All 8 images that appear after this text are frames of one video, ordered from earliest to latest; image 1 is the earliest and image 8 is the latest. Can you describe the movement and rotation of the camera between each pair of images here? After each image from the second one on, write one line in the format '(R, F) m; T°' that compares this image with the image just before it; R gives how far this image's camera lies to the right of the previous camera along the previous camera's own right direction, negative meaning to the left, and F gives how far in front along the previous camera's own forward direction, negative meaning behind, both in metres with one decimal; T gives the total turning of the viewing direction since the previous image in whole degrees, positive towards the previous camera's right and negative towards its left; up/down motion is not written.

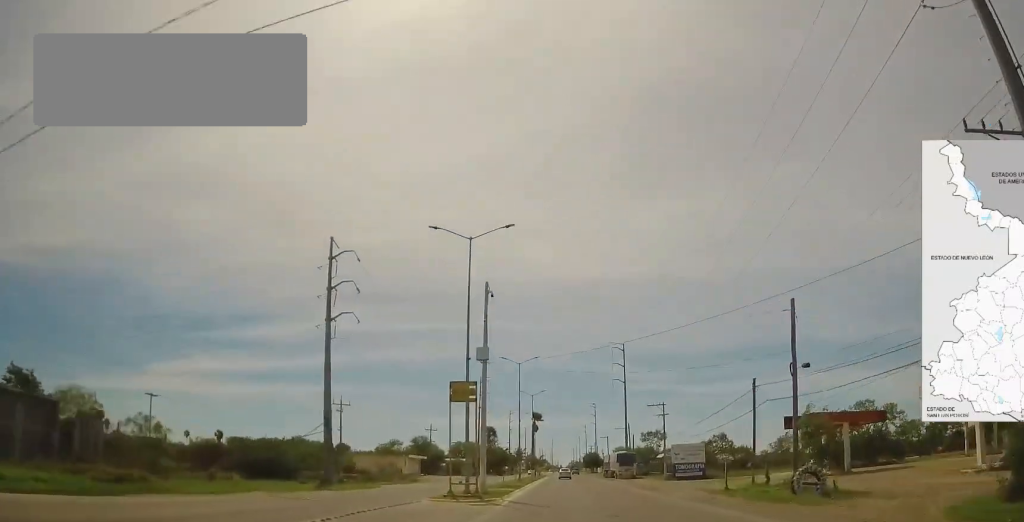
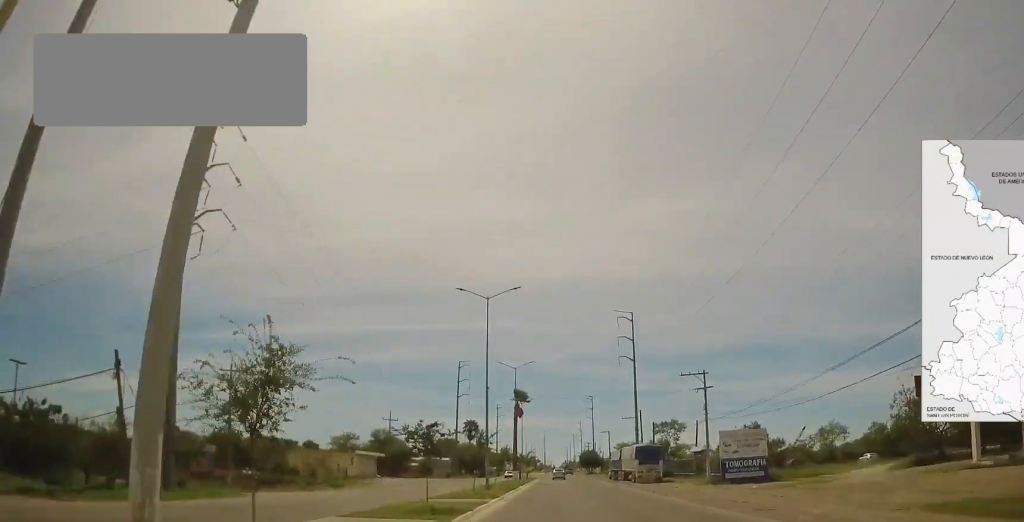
(0.0, +26.0) m; 0°
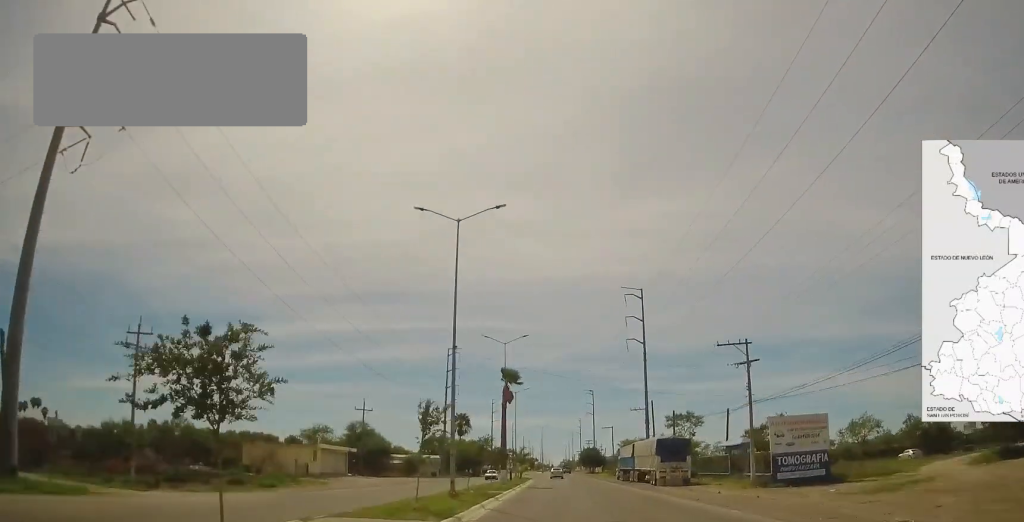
(0.0, +13.3) m; 0°
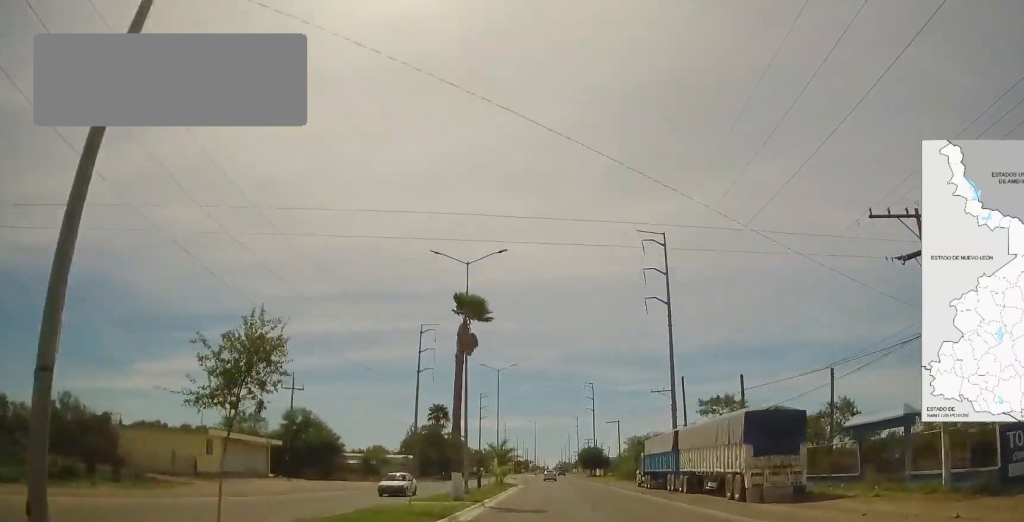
(0.0, +22.9) m; 0°
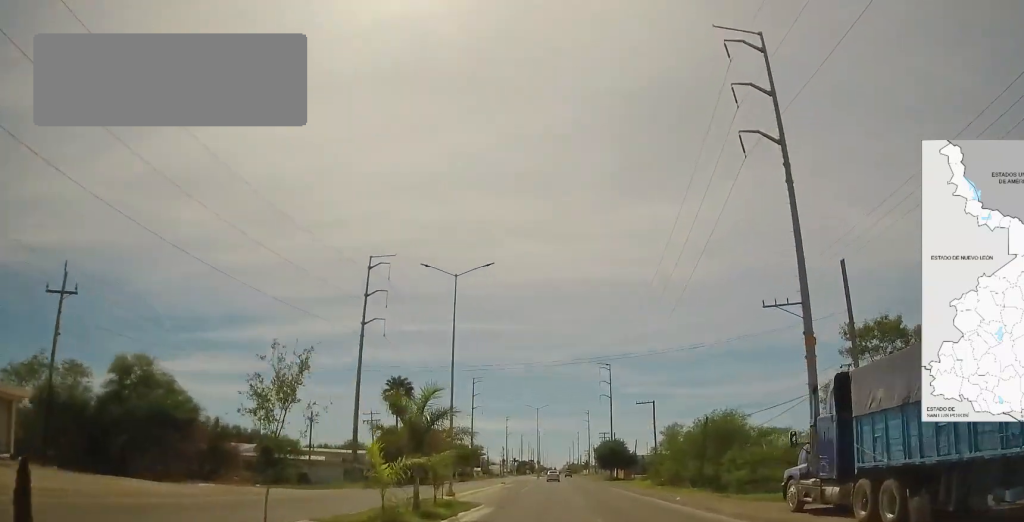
(0.0, +35.3) m; 0°
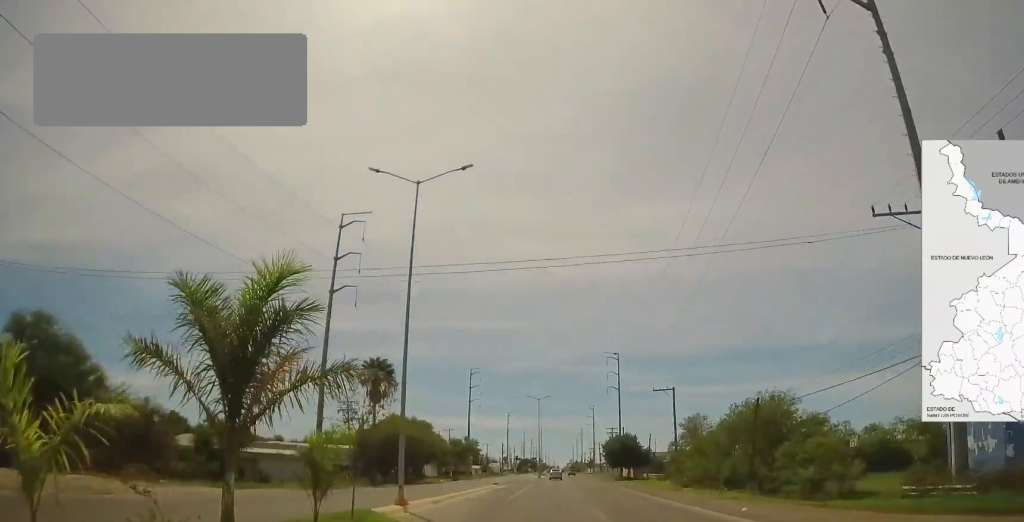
(0.0, +12.0) m; 0°
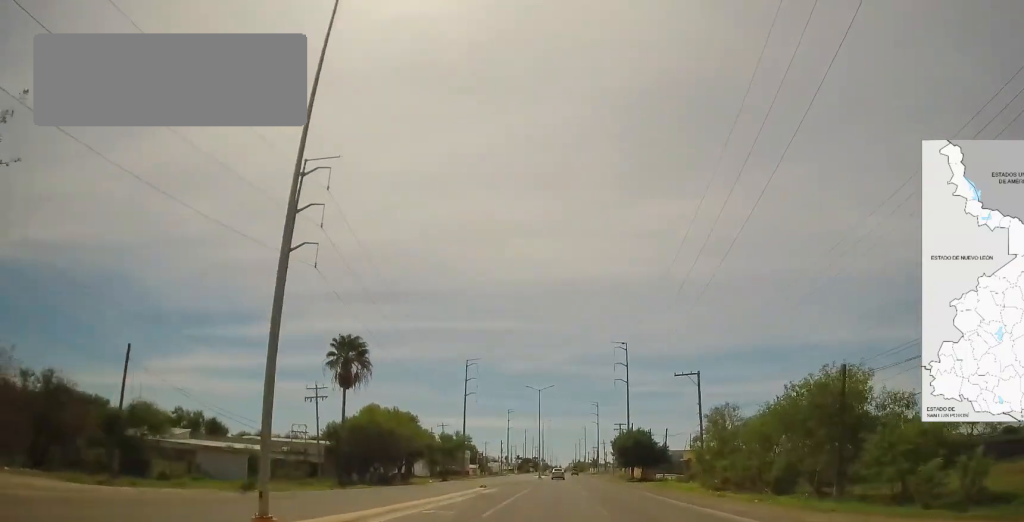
(0.0, +11.5) m; 0°
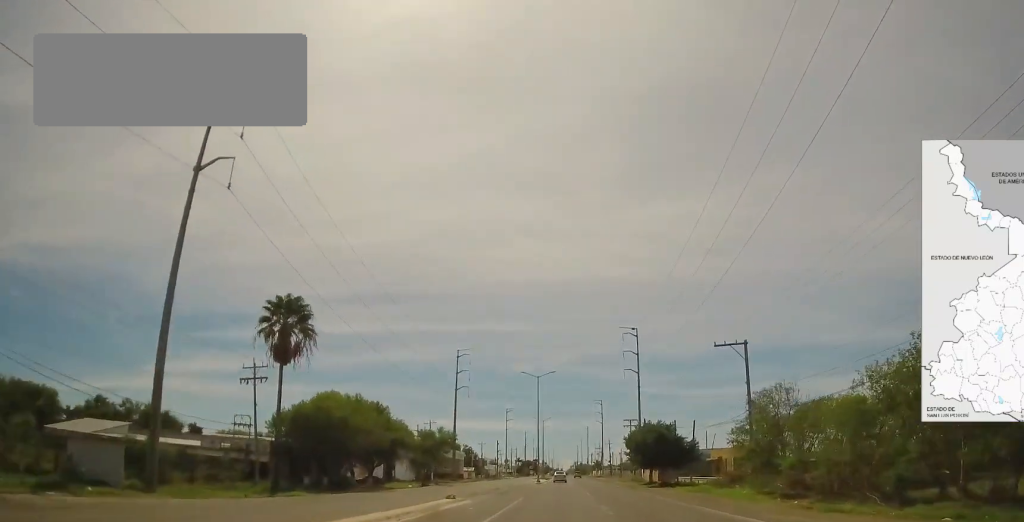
(0.0, +14.9) m; 0°
